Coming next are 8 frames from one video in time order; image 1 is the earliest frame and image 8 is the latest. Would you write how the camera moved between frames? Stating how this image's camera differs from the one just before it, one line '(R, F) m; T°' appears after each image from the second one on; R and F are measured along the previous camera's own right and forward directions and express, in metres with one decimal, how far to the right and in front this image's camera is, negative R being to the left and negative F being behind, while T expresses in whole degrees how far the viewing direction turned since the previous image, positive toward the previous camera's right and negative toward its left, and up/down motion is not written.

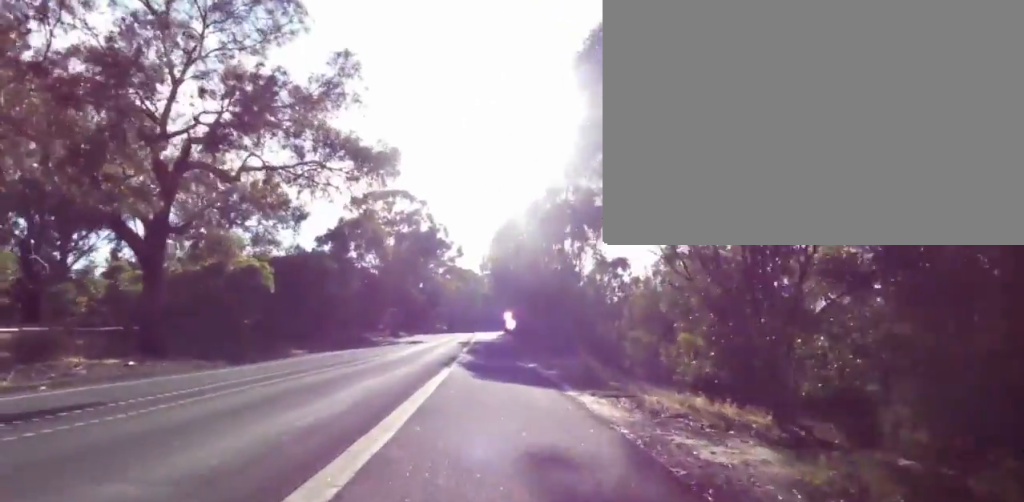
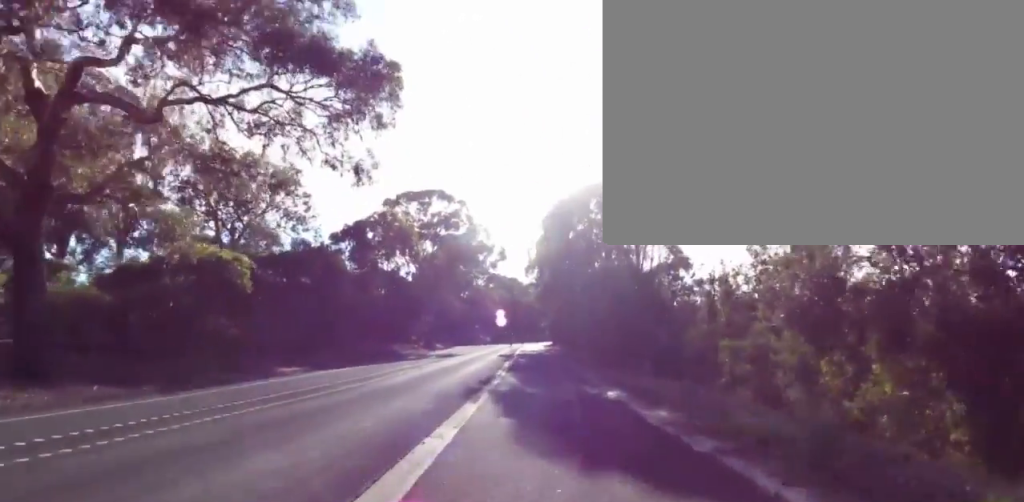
(0.0, +8.3) m; 0°
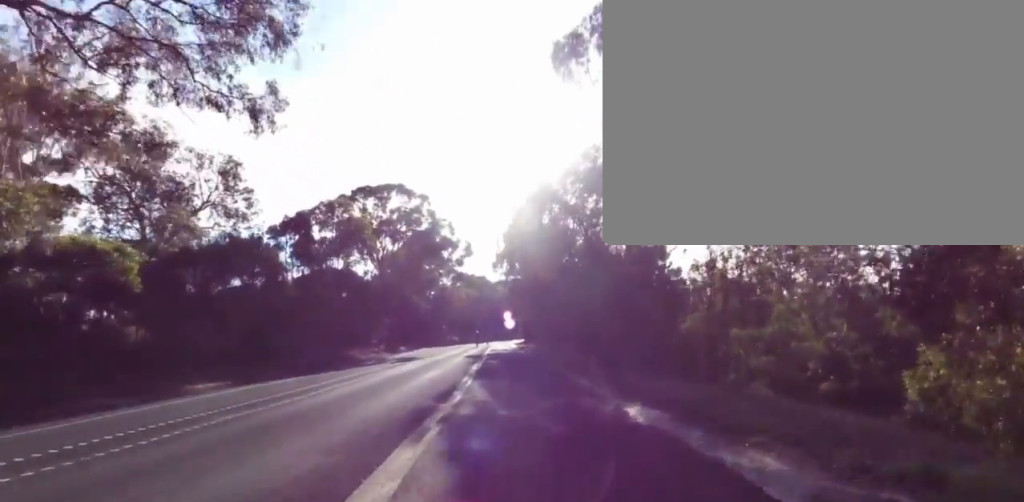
(0.0, +4.8) m; 0°
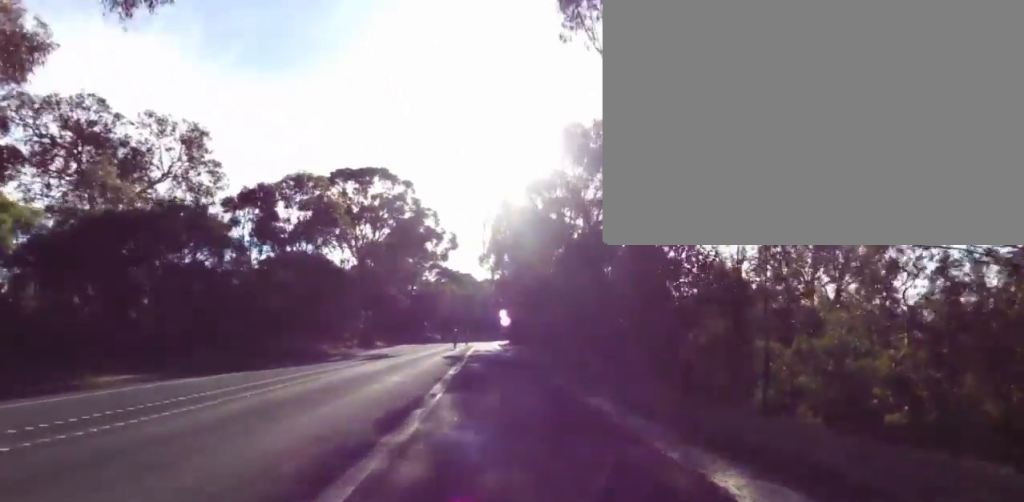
(0.0, +4.2) m; 0°
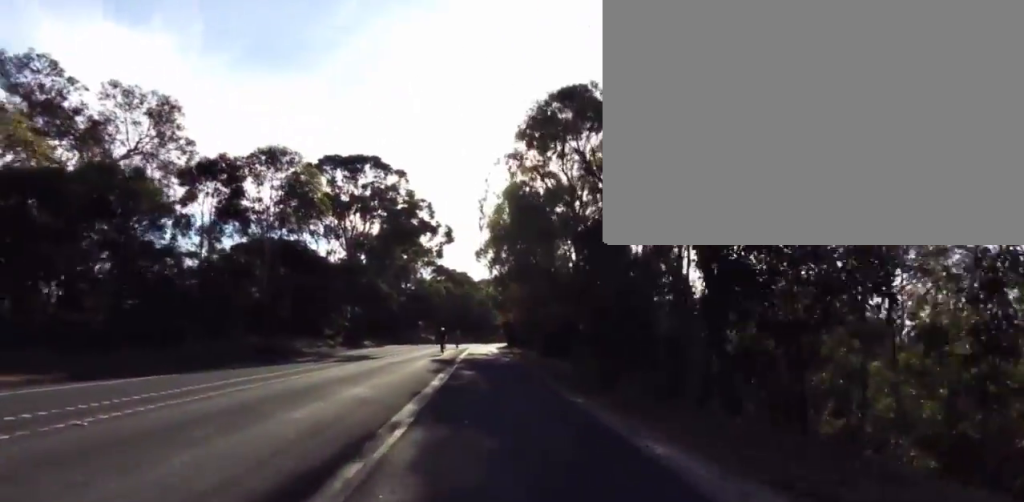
(0.0, +4.4) m; 0°
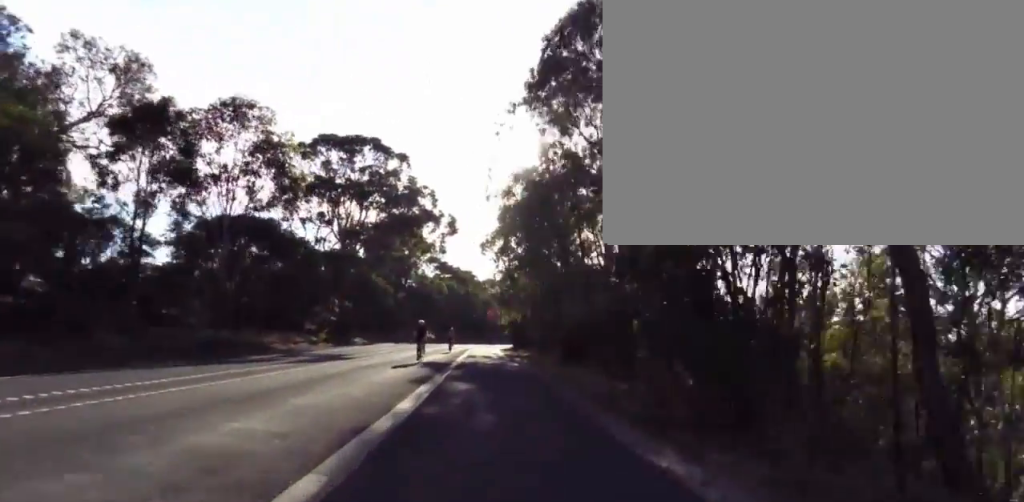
(0.0, +6.4) m; 0°
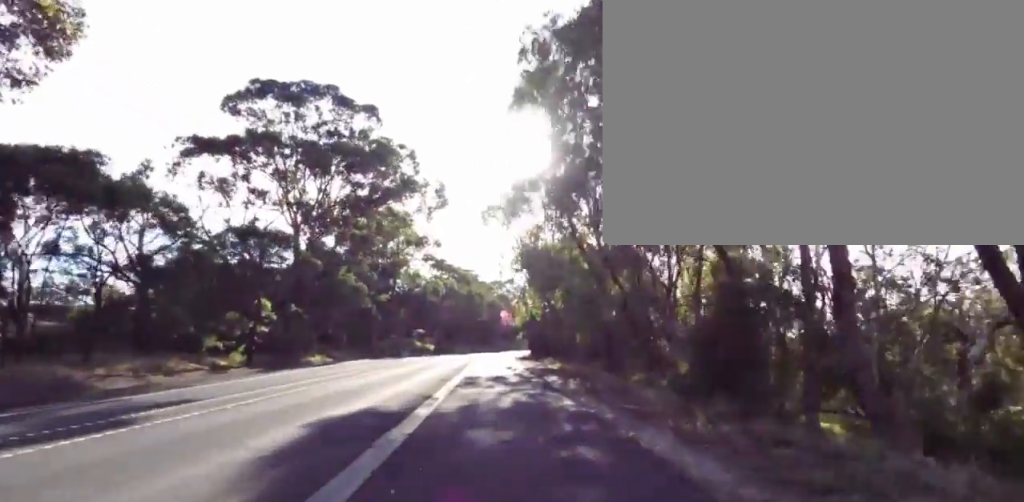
(0.0, +15.7) m; 0°
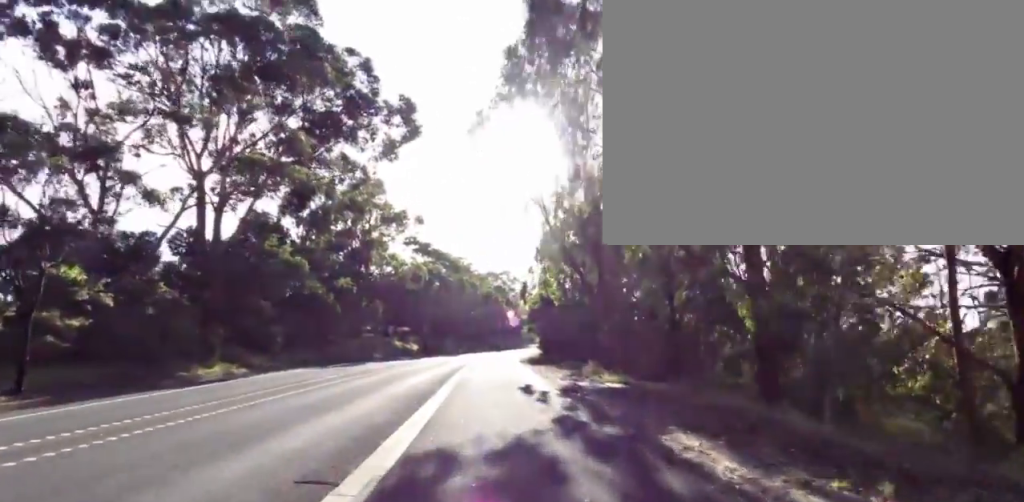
(+0.2, +12.8) m; +9°
